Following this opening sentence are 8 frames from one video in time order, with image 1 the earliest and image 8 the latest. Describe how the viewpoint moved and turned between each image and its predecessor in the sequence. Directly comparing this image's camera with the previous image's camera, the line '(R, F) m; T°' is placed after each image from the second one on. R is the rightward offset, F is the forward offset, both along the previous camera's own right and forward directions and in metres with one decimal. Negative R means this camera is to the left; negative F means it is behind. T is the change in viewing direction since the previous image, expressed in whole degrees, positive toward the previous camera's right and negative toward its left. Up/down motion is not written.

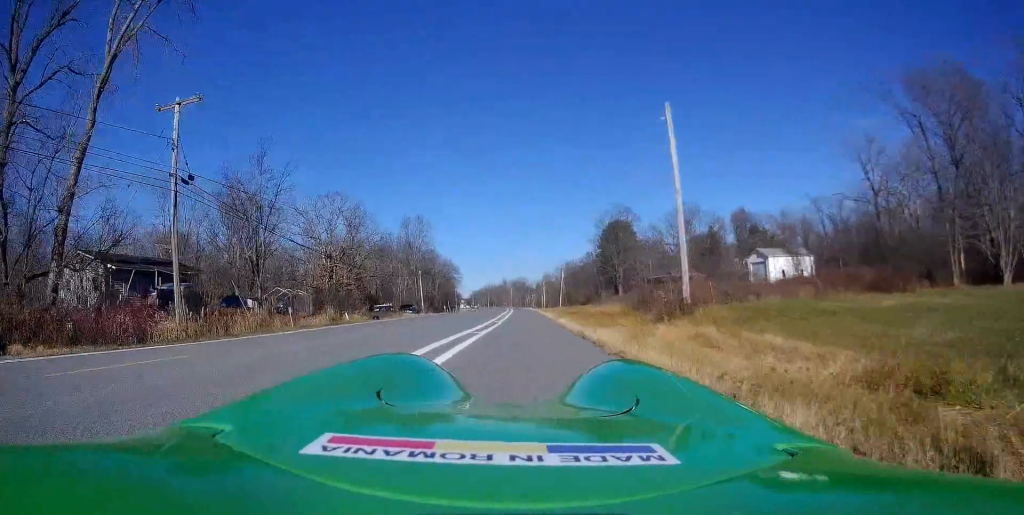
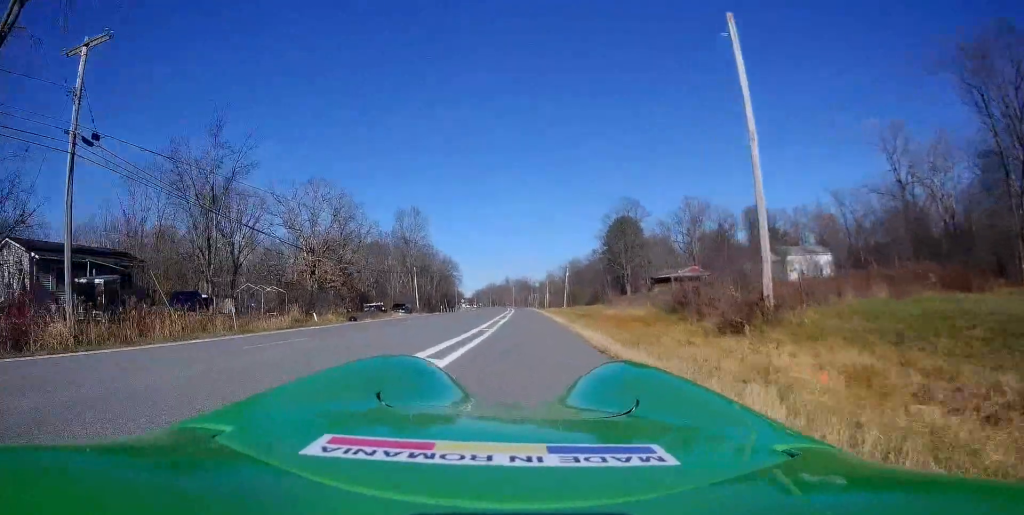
(+0.4, +6.3) m; 0°
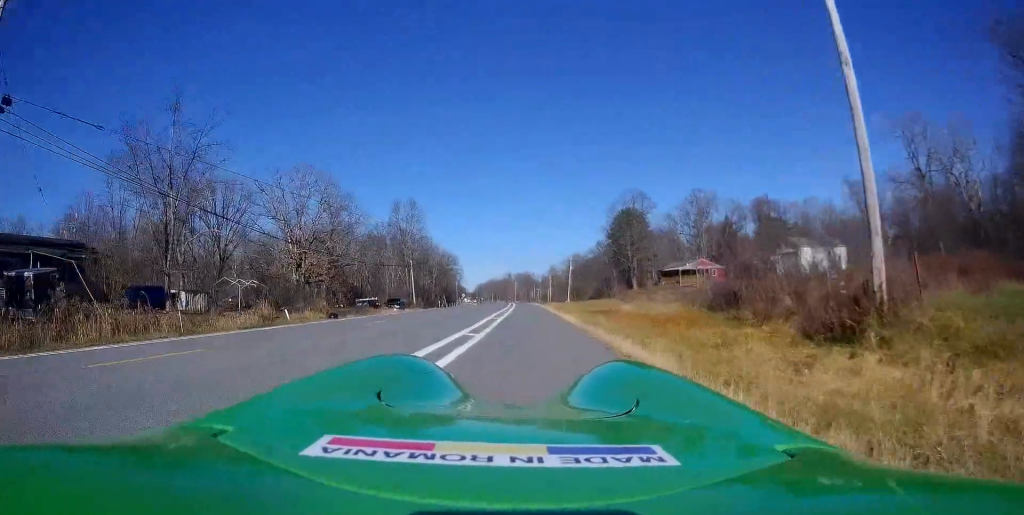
(-0.3, +4.6) m; -2°
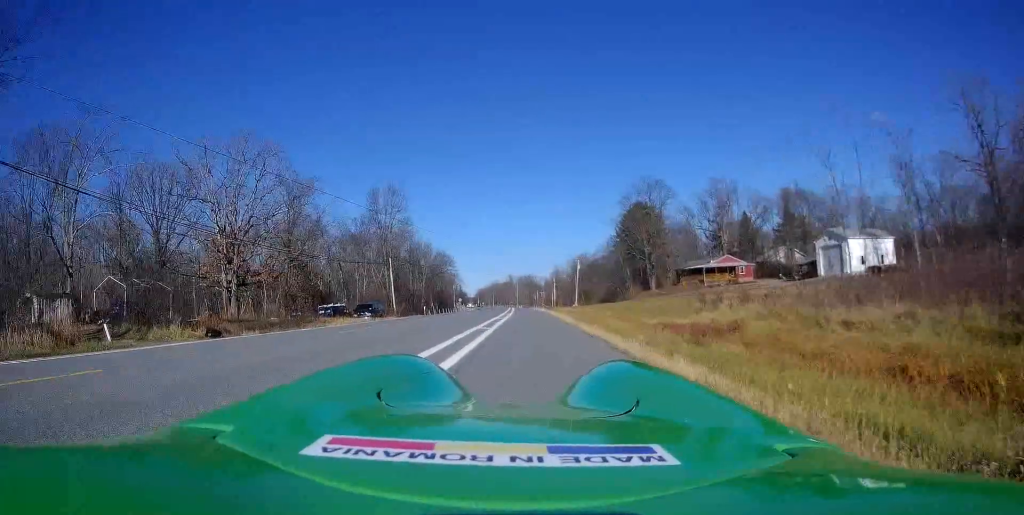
(-0.3, +14.2) m; -1°
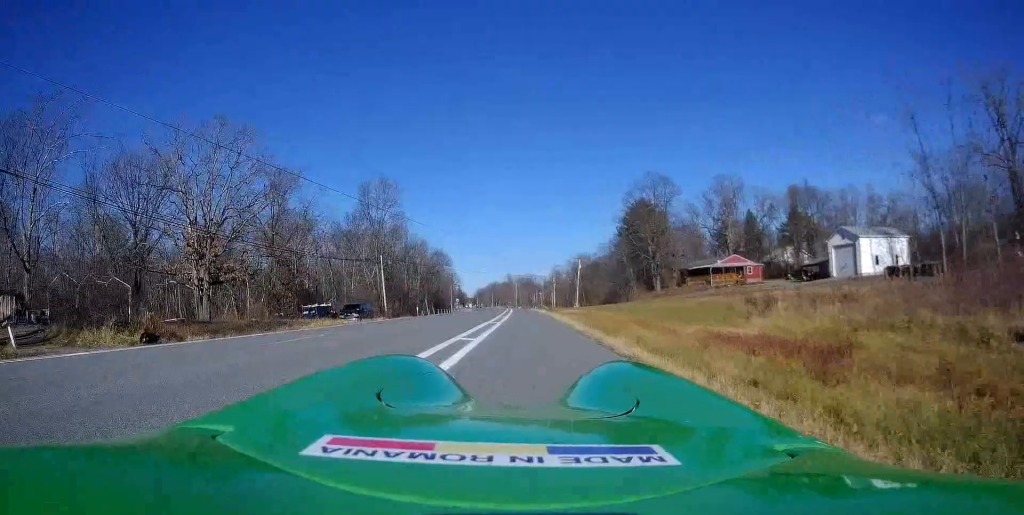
(0.0, +4.2) m; 0°
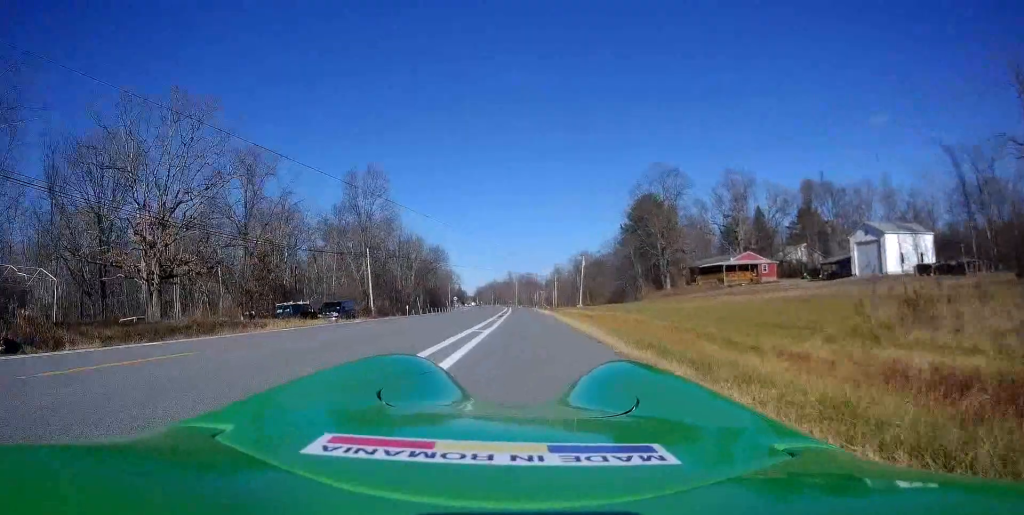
(0.0, +6.2) m; -2°
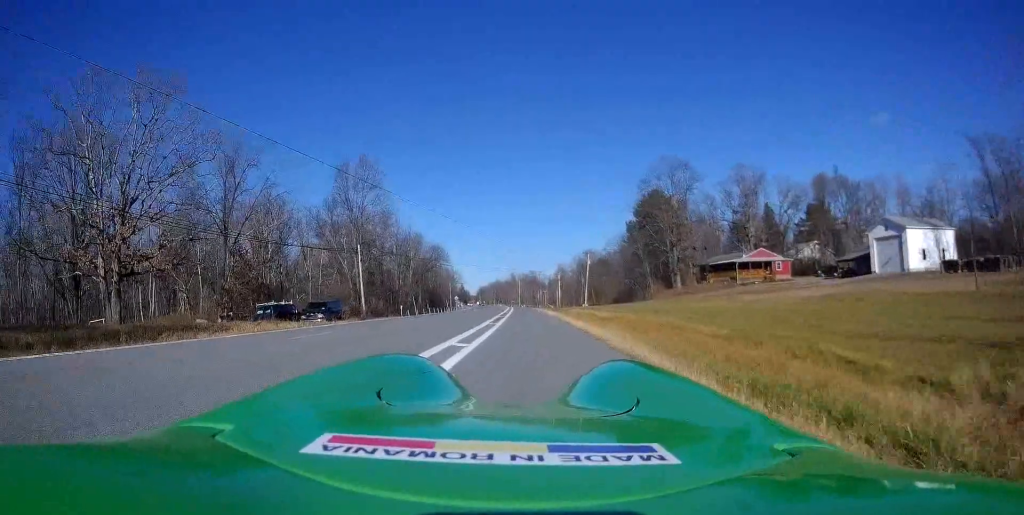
(-0.1, +4.6) m; +1°
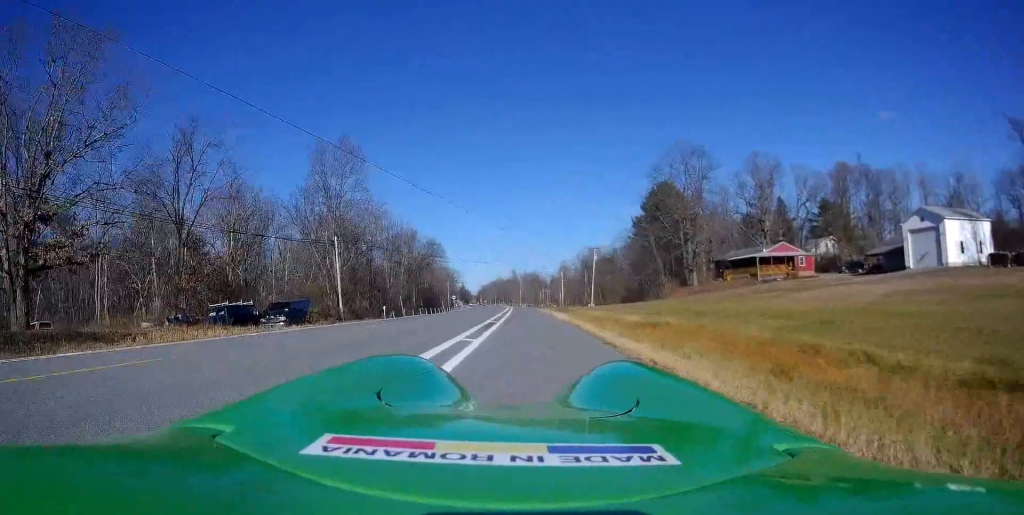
(+0.1, +7.5) m; +2°
